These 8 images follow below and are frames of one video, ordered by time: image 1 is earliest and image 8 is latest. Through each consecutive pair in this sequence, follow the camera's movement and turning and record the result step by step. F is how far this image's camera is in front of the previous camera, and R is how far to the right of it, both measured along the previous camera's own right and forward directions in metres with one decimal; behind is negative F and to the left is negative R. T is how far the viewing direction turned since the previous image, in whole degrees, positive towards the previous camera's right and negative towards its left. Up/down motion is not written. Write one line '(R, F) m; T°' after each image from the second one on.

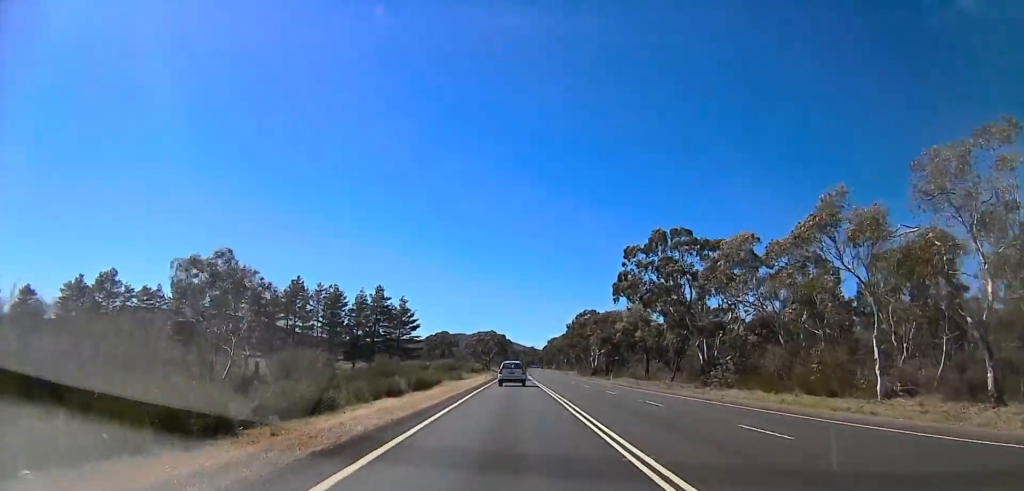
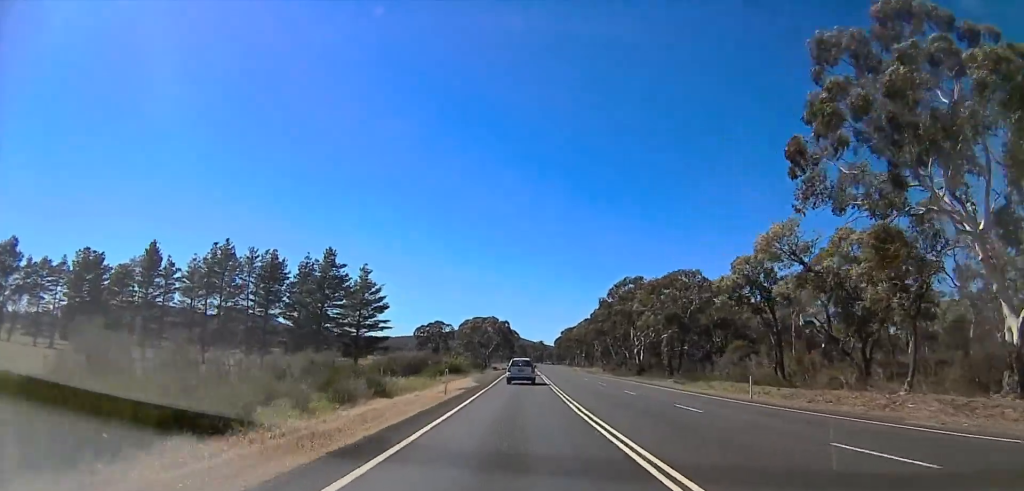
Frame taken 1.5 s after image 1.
(0.0, +40.5) m; 0°
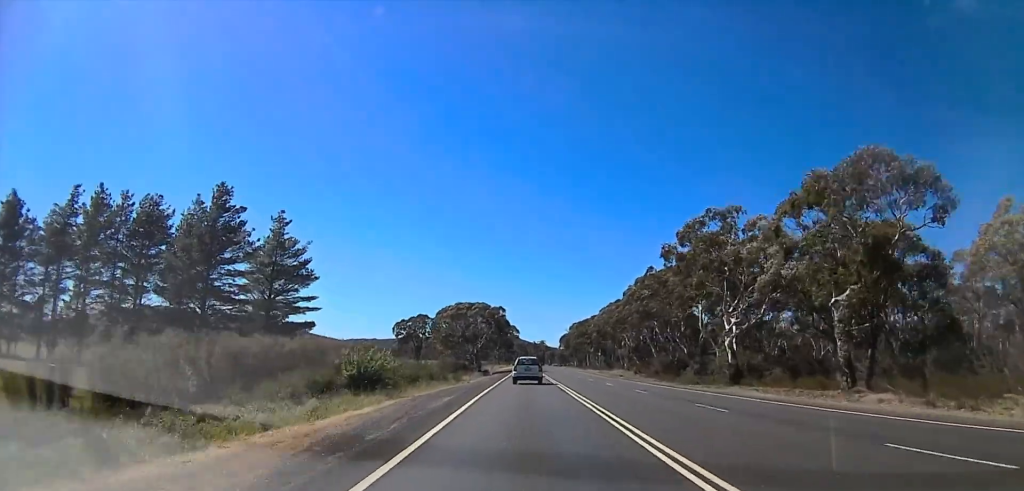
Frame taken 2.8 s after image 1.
(-0.5, +37.2) m; -2°
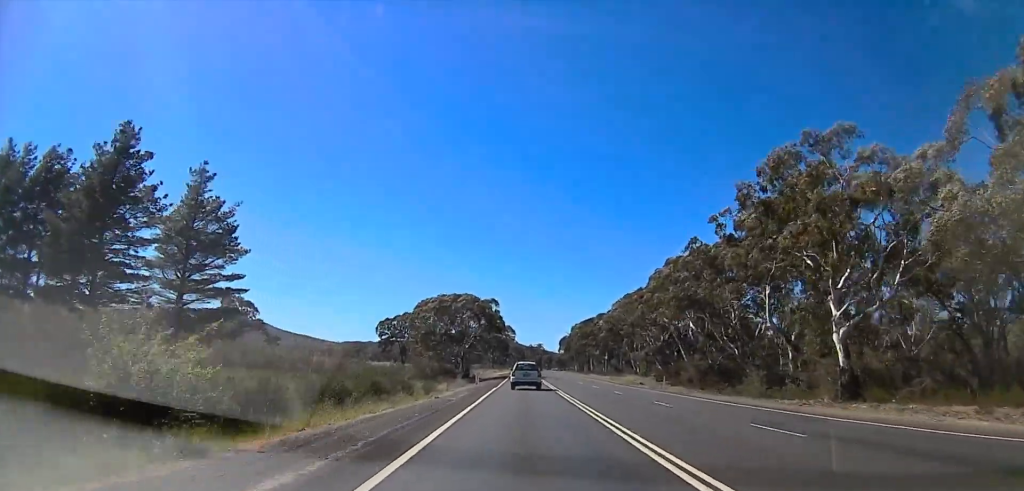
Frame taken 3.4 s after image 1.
(-0.5, +17.8) m; 0°
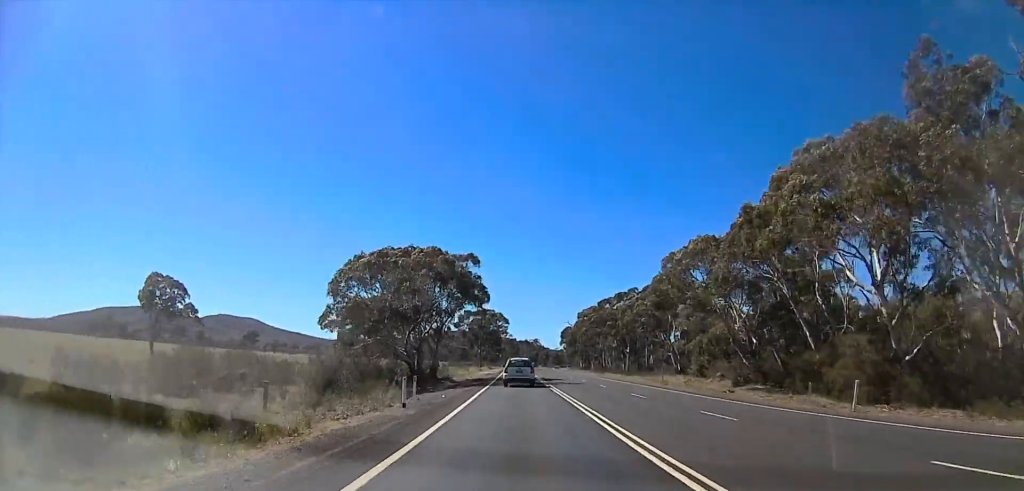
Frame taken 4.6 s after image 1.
(+0.9, +32.5) m; +2°
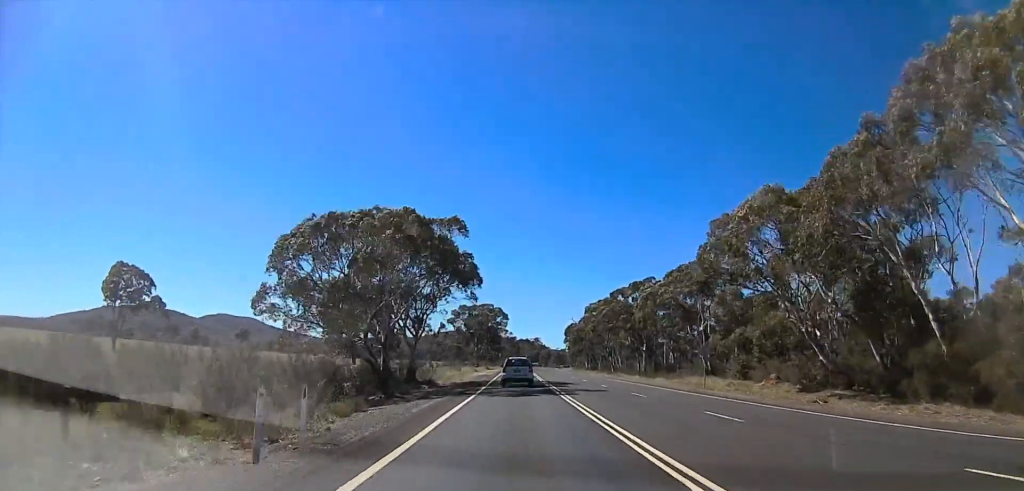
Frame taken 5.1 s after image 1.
(0.0, +12.9) m; 0°
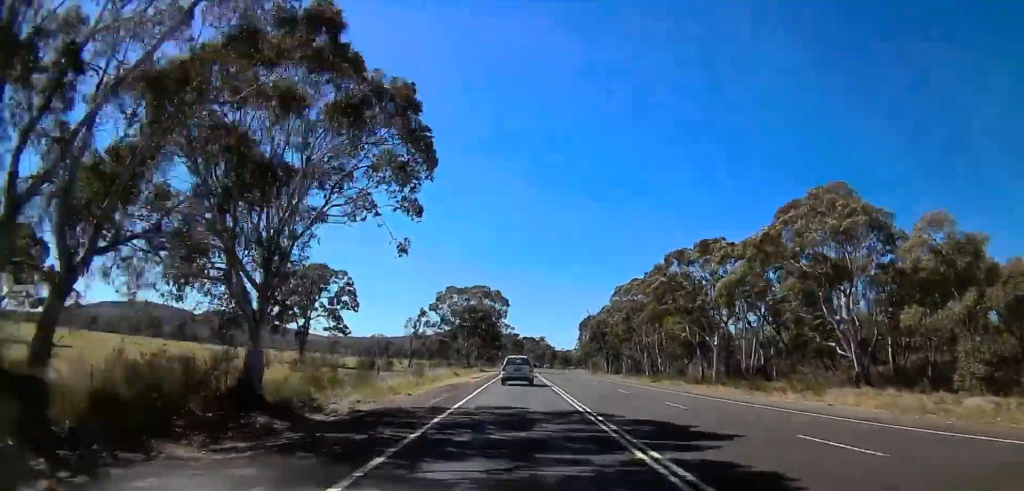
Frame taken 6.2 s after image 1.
(0.0, +31.2) m; 0°
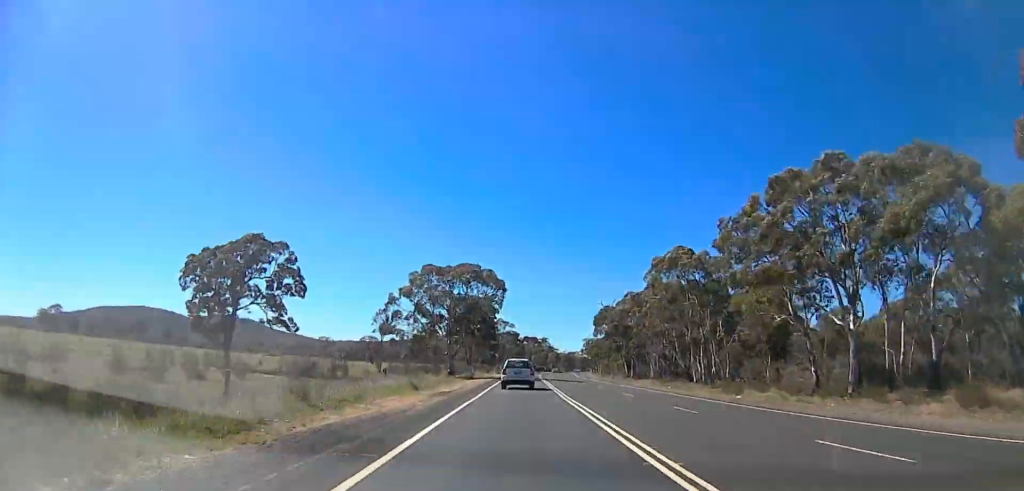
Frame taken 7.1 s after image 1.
(0.0, +24.7) m; +1°
